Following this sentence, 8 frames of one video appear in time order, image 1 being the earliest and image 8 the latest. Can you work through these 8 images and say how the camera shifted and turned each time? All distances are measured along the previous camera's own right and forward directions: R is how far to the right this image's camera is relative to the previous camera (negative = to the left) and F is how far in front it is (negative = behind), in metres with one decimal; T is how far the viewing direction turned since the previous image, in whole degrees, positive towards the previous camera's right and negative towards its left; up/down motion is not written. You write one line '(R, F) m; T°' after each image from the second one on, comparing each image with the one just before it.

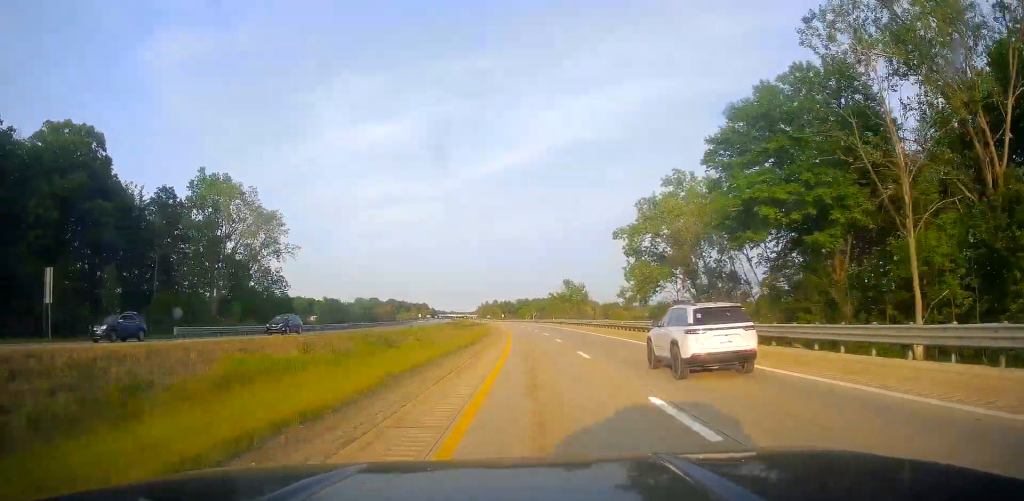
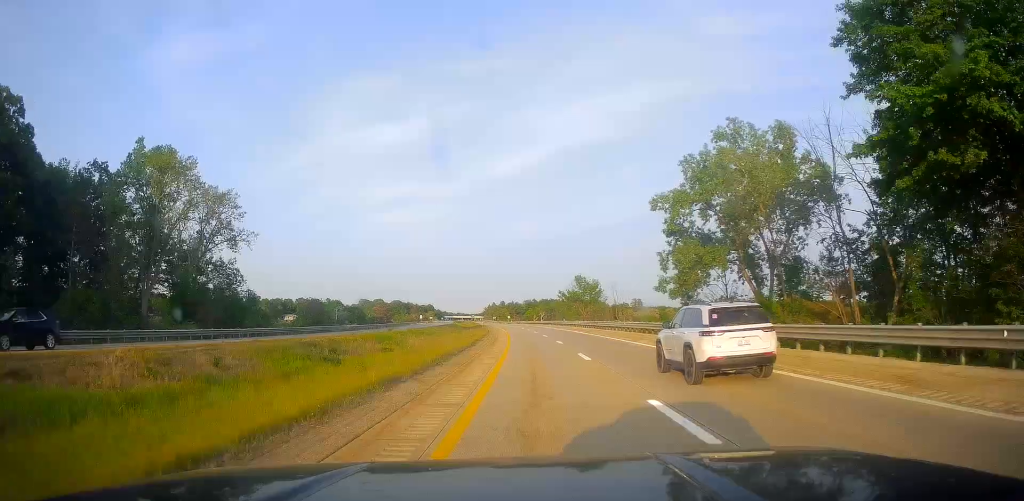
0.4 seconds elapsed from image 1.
(+0.2, +15.6) m; -1°
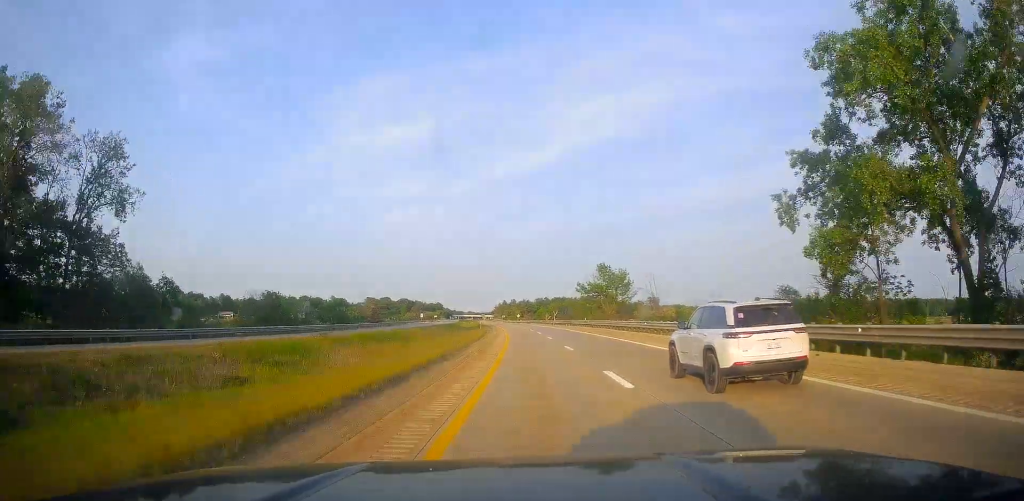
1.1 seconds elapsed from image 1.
(-0.7, +23.9) m; -1°
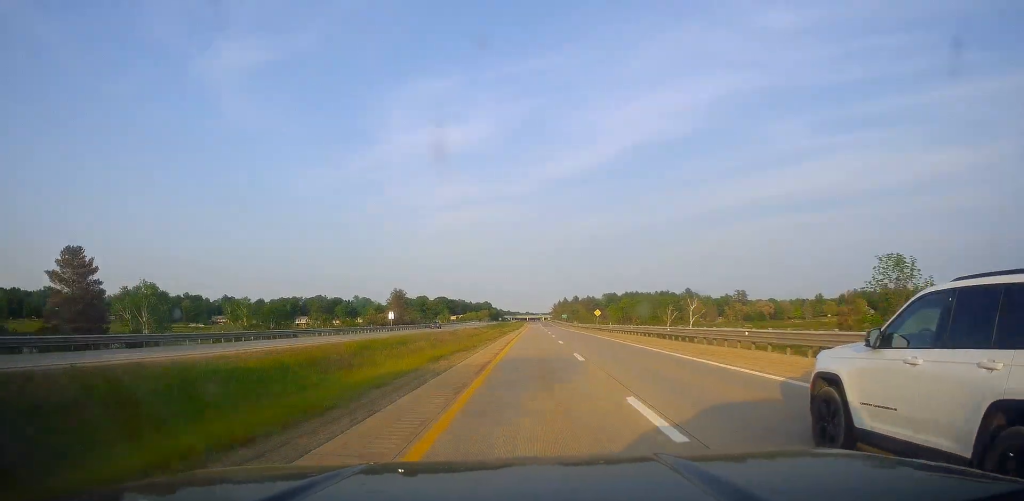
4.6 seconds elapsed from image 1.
(-5.6, +125.9) m; -6°
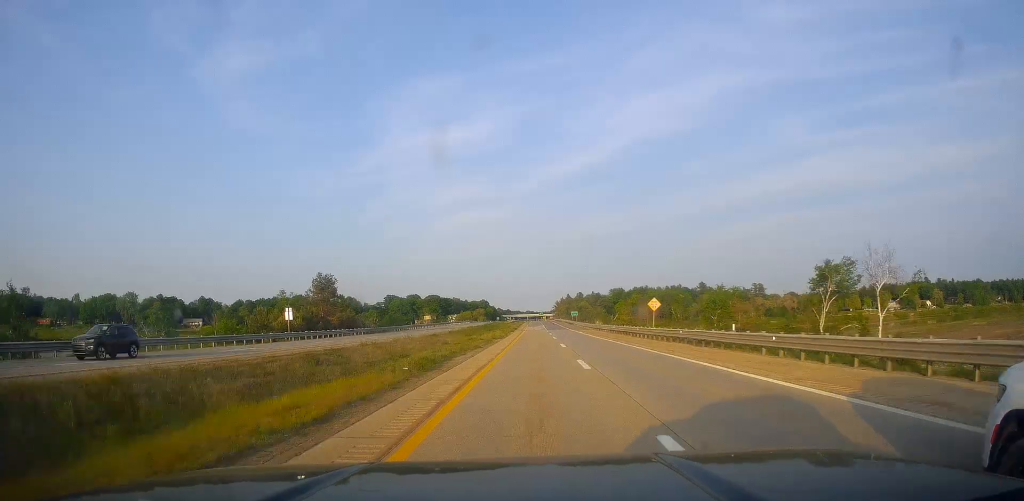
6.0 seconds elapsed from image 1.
(-0.8, +49.0) m; -1°
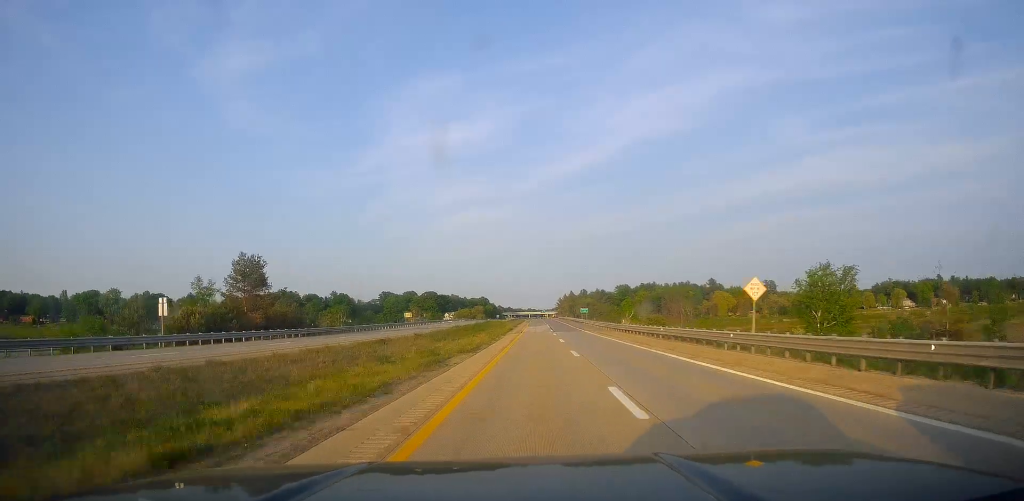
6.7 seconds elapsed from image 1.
(+0.1, +25.1) m; 0°
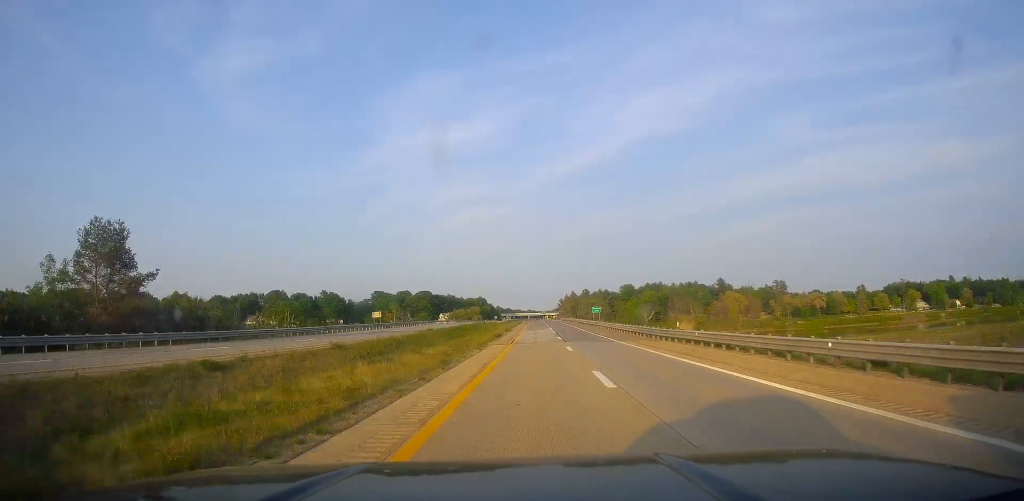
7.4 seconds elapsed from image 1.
(-0.4, +25.2) m; 0°
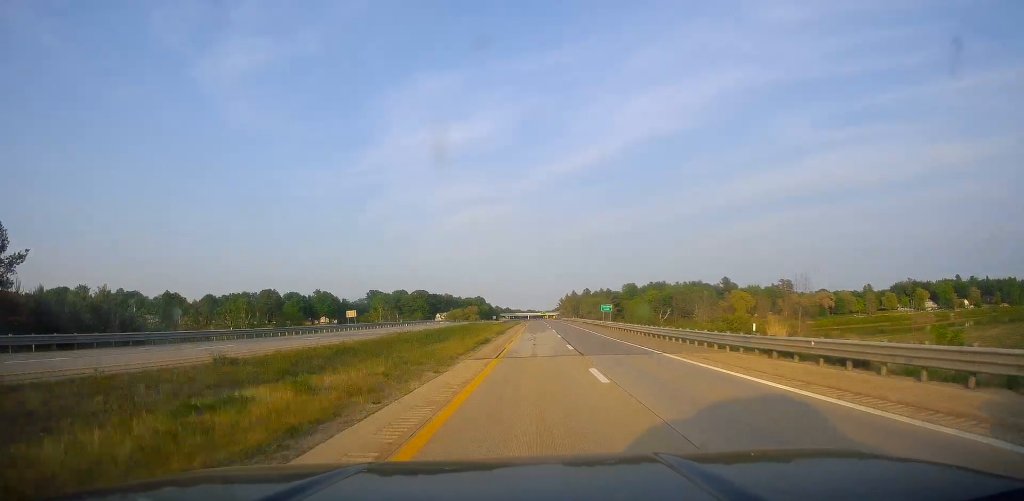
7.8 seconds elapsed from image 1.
(+0.2, +14.4) m; 0°
